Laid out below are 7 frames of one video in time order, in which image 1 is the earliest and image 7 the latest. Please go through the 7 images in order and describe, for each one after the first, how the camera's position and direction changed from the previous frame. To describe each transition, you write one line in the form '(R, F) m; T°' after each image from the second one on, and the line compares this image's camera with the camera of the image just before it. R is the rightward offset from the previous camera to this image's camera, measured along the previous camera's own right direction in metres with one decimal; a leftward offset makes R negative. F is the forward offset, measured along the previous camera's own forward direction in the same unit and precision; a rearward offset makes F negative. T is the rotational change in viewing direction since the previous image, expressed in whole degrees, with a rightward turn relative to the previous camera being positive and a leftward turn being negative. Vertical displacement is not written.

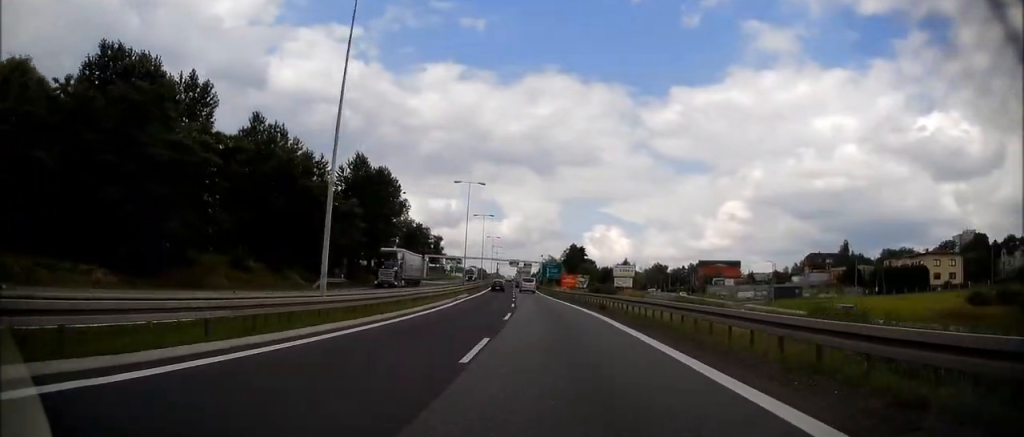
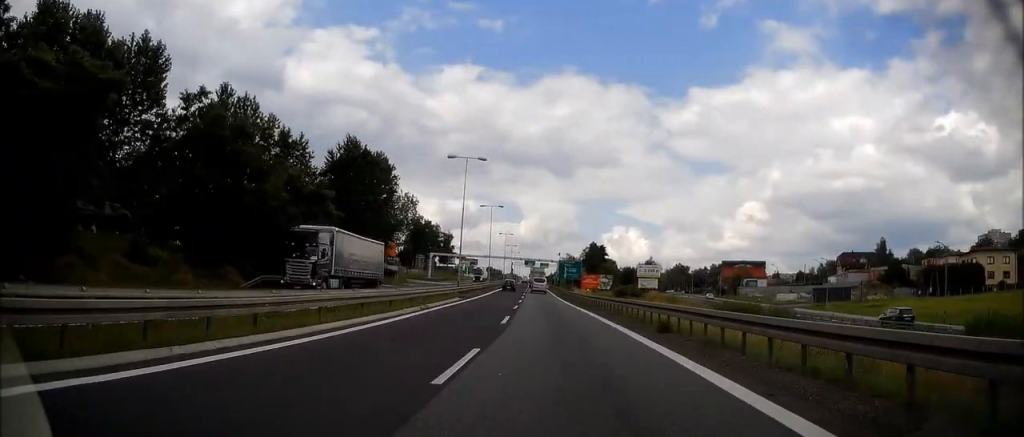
(-0.3, +14.4) m; -1°
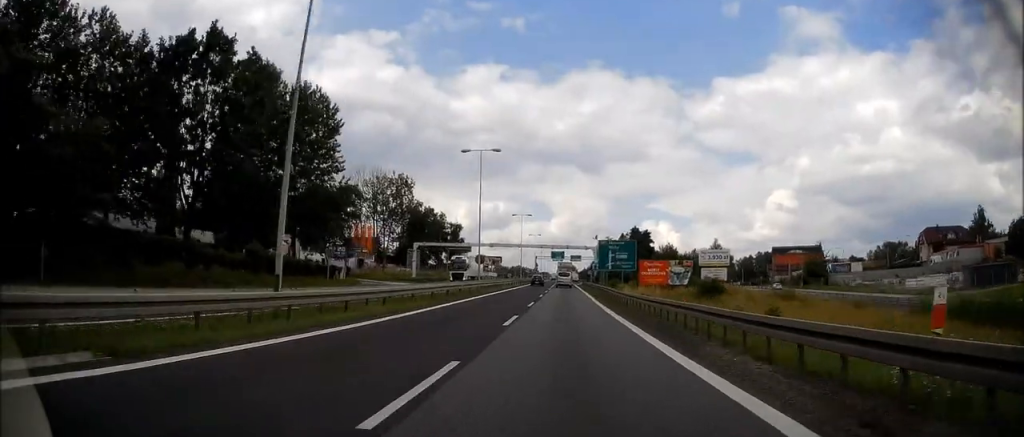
(-0.7, +39.1) m; -3°
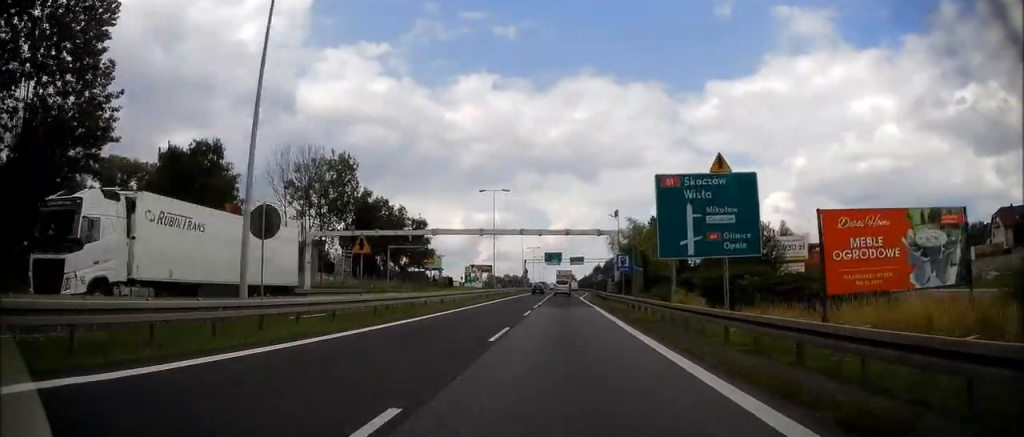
(-0.5, +39.4) m; 0°
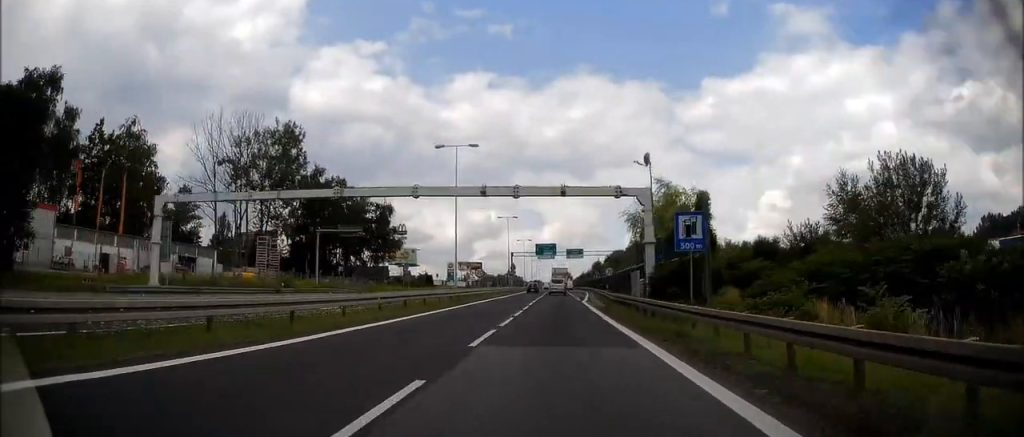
(+0.2, +22.3) m; +1°
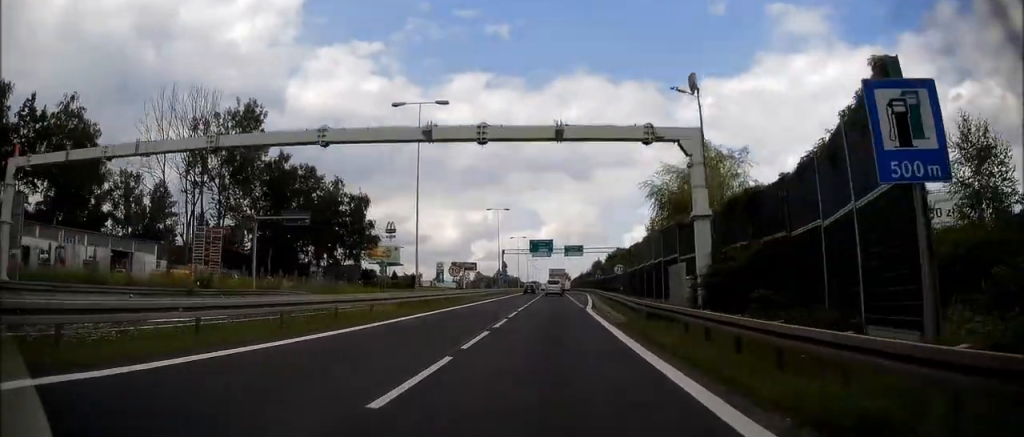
(0.0, +12.3) m; 0°
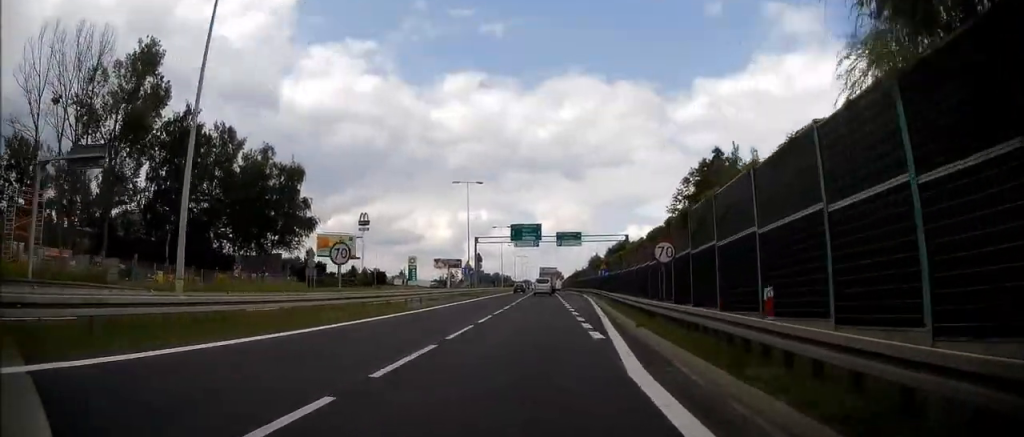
(-0.1, +22.7) m; +1°
